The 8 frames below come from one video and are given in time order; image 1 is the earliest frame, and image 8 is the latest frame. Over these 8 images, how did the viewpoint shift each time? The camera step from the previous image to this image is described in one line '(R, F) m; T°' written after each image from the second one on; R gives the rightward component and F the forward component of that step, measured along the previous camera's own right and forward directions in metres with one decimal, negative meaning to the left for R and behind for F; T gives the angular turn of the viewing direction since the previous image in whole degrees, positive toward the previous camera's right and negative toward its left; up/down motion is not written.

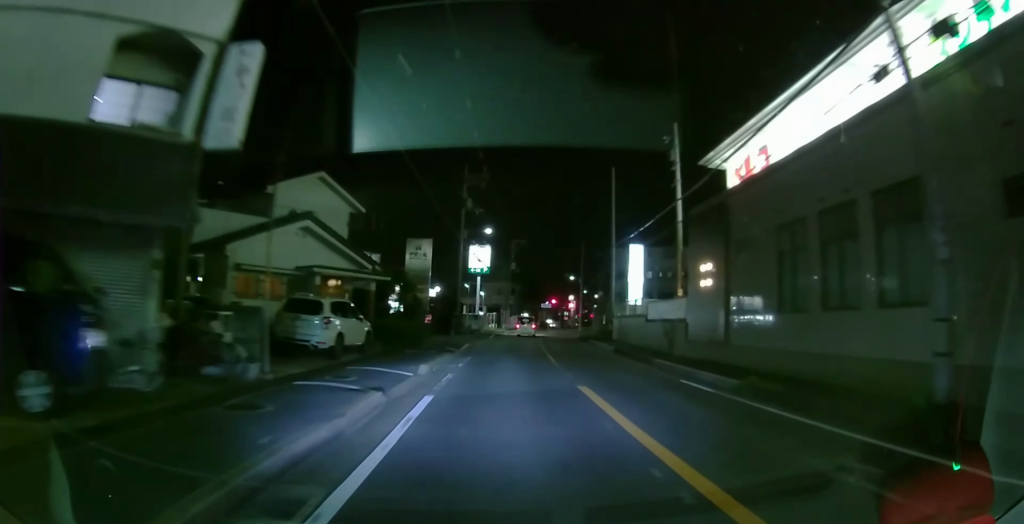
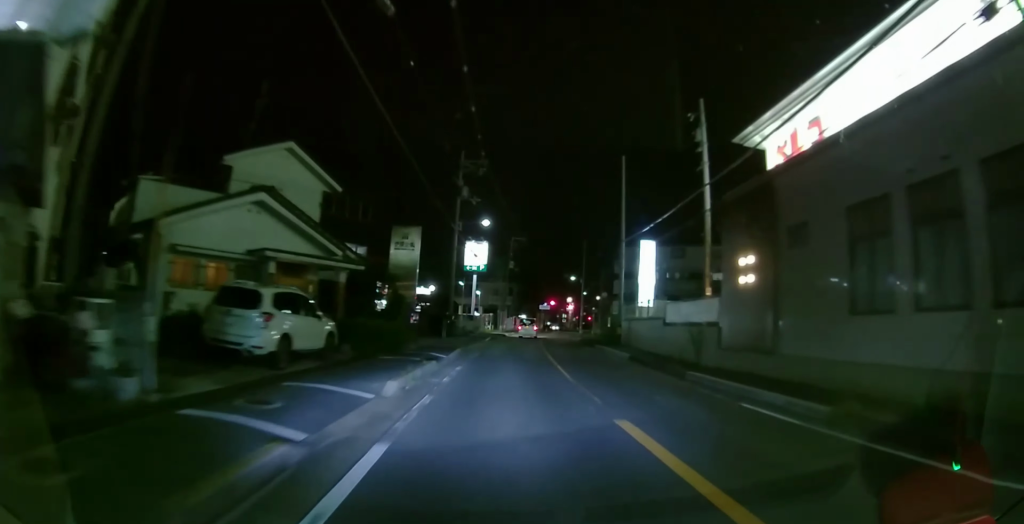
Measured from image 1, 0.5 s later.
(0.0, +3.7) m; 0°
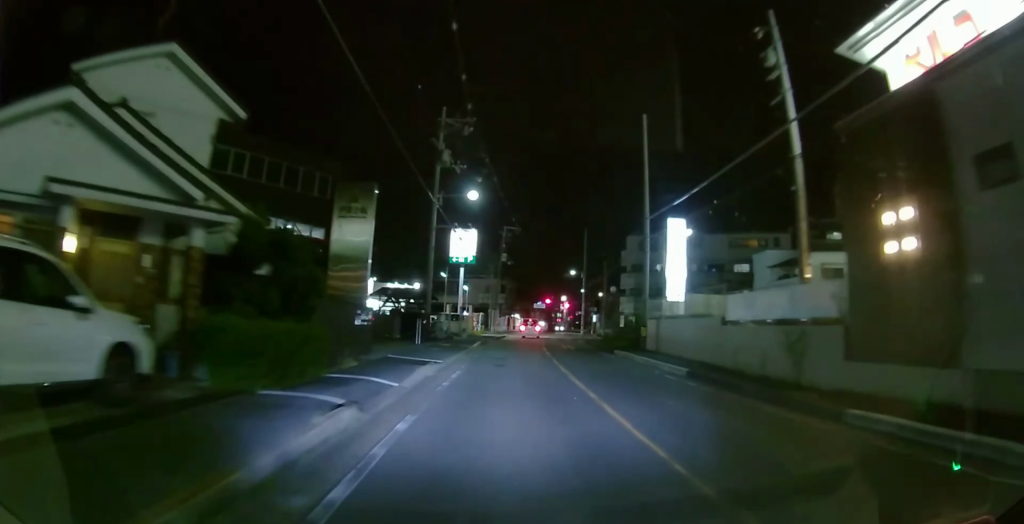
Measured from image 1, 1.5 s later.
(0.0, +8.0) m; 0°
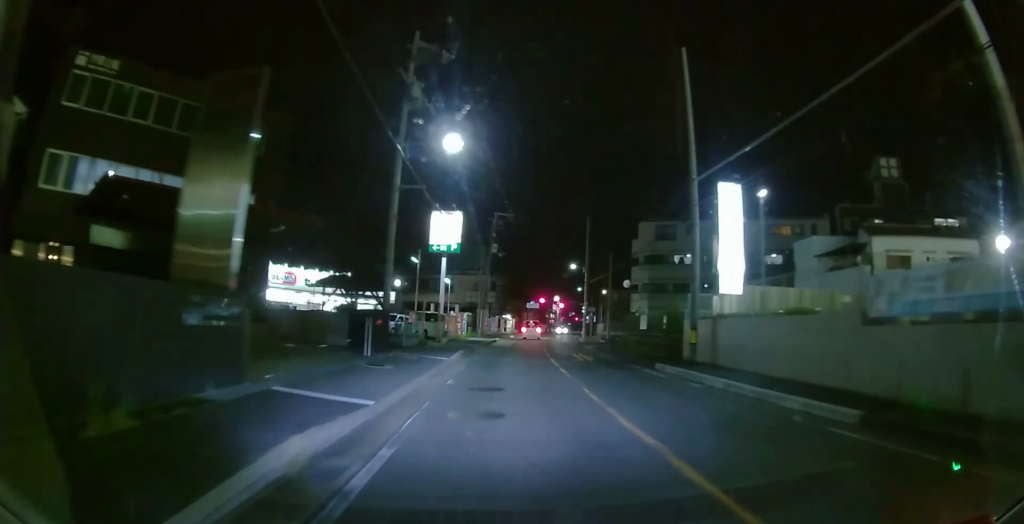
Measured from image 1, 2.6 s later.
(0.0, +8.2) m; 0°
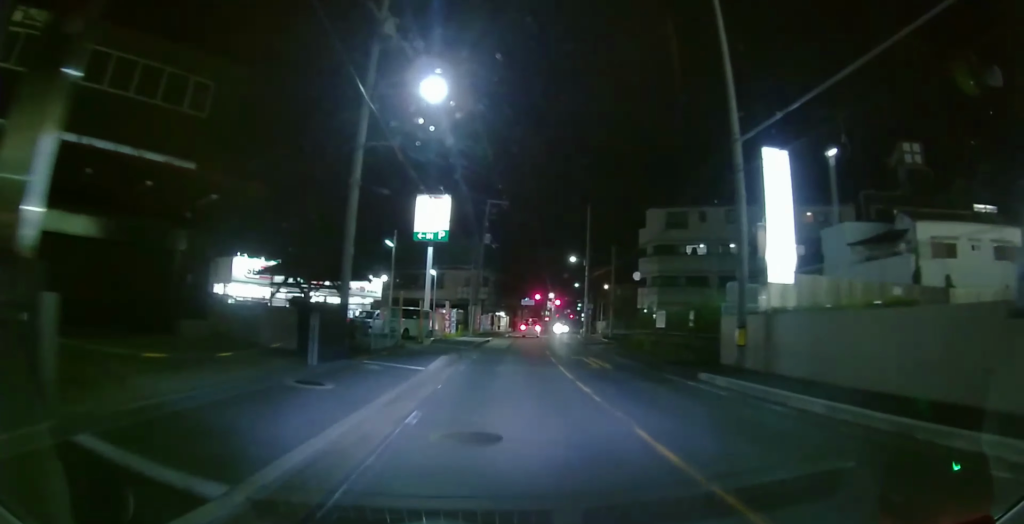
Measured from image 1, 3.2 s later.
(0.0, +4.6) m; 0°
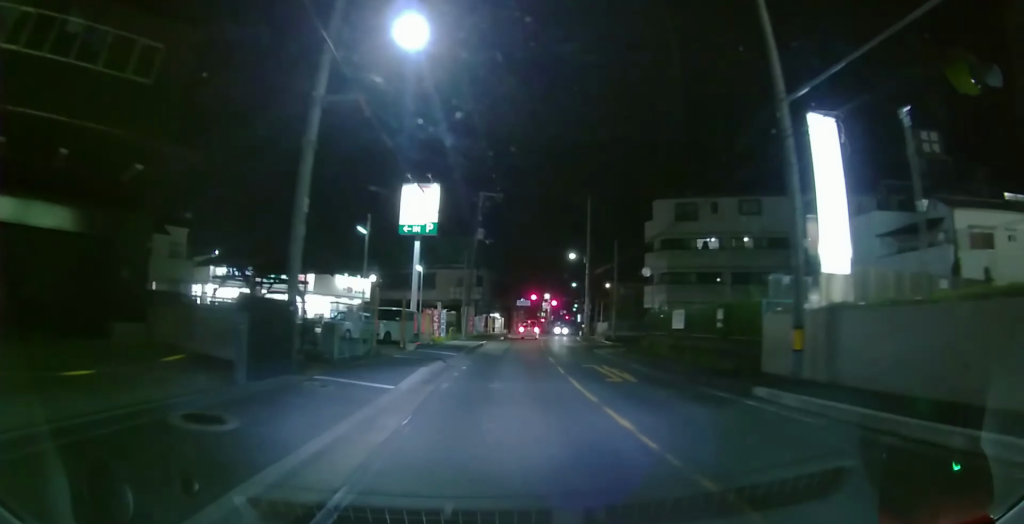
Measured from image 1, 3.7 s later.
(0.0, +3.4) m; 0°
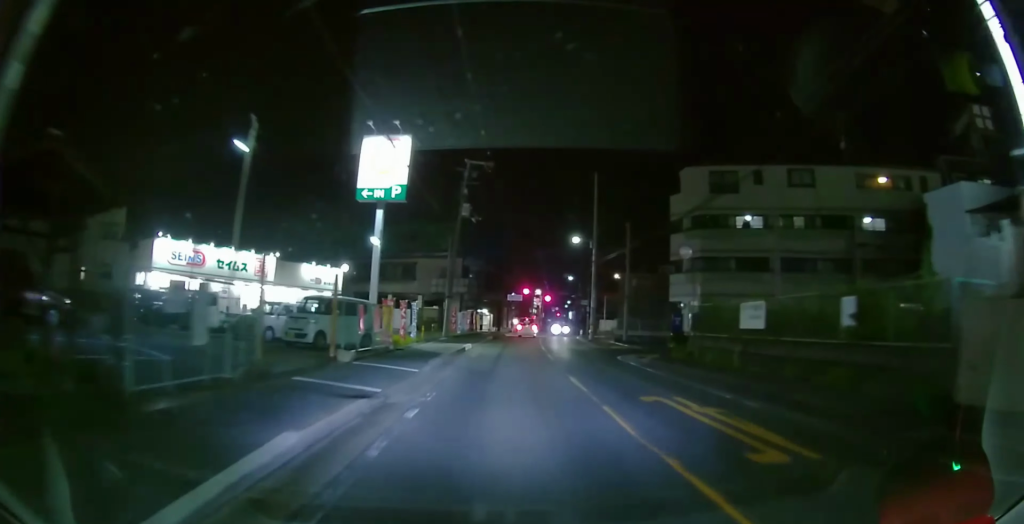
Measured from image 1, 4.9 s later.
(0.0, +8.8) m; 0°
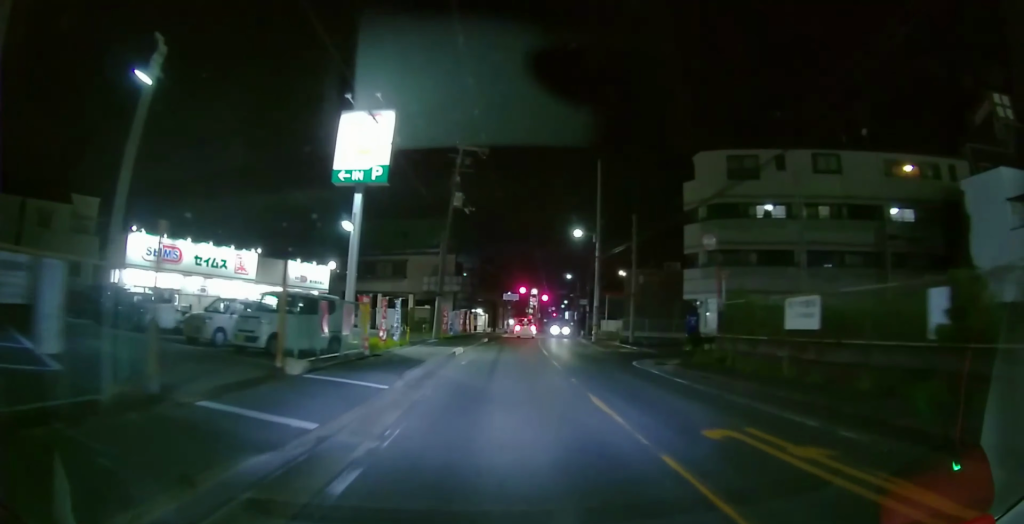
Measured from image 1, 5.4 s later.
(0.0, +3.4) m; 0°
